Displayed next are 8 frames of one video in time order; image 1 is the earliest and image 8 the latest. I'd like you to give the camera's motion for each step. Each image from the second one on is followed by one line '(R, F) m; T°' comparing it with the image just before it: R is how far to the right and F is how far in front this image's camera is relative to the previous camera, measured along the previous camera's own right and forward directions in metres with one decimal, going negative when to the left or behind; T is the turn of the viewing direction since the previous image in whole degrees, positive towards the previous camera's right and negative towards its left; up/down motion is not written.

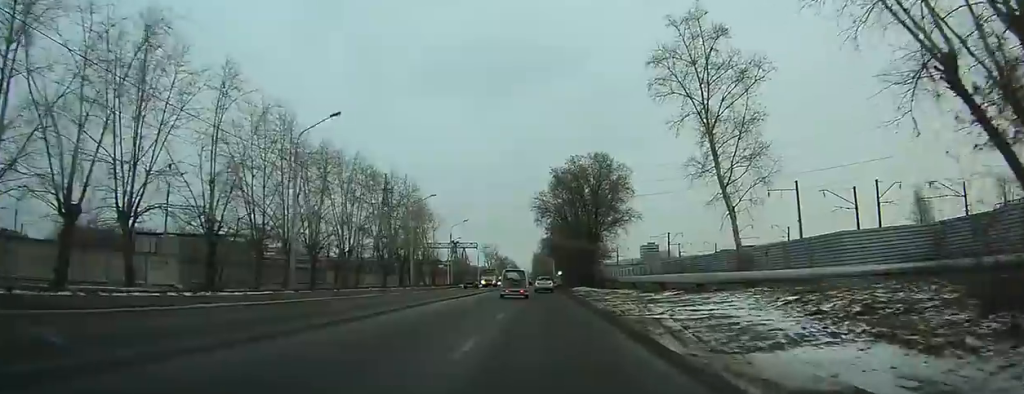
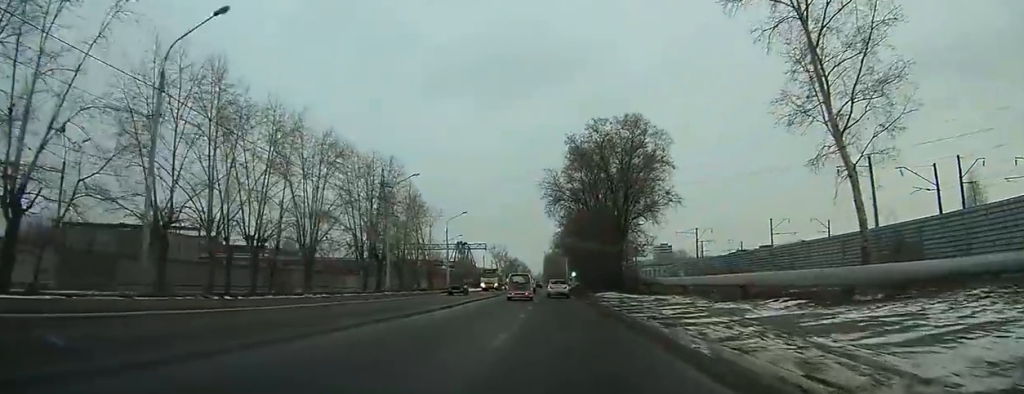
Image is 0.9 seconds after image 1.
(0.0, +14.2) m; 0°
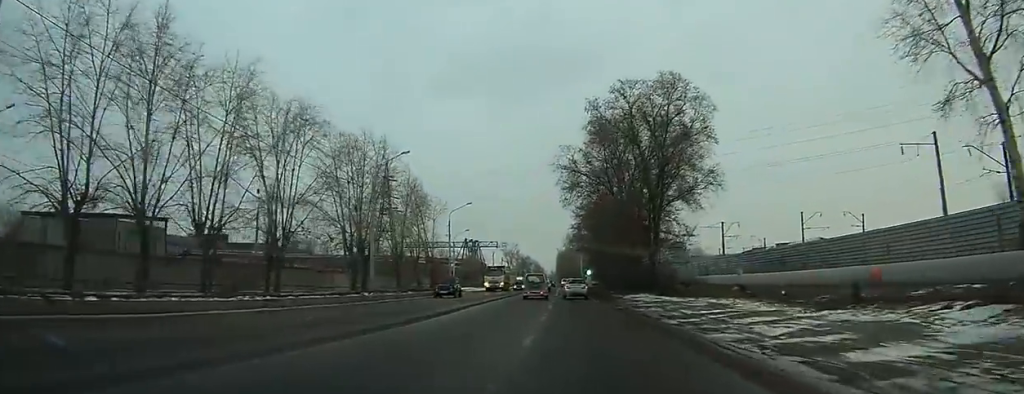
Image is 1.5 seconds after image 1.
(+0.1, +8.6) m; 0°
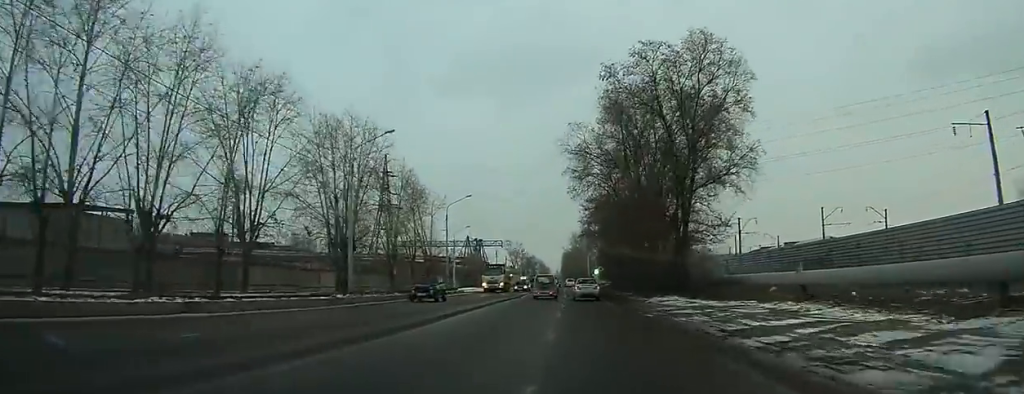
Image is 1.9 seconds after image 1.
(0.0, +6.1) m; 0°
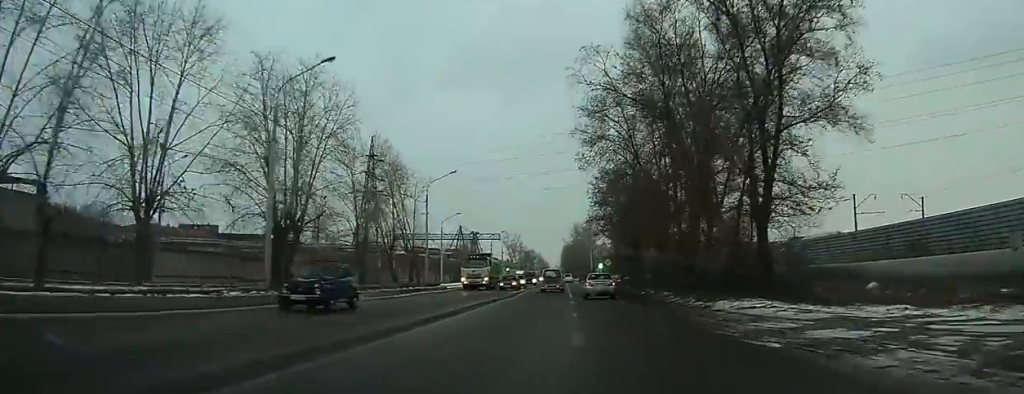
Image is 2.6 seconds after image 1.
(-0.2, +11.2) m; 0°
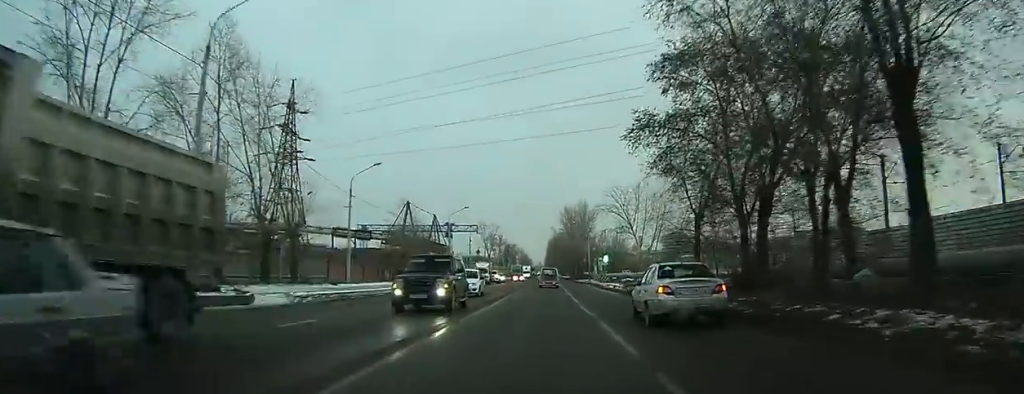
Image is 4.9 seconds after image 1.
(+0.2, +34.9) m; 0°
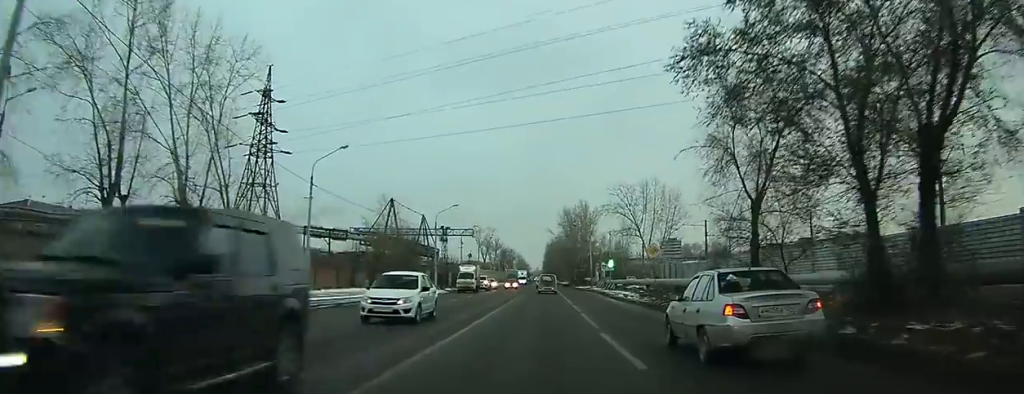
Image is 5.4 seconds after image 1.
(0.0, +8.5) m; 0°
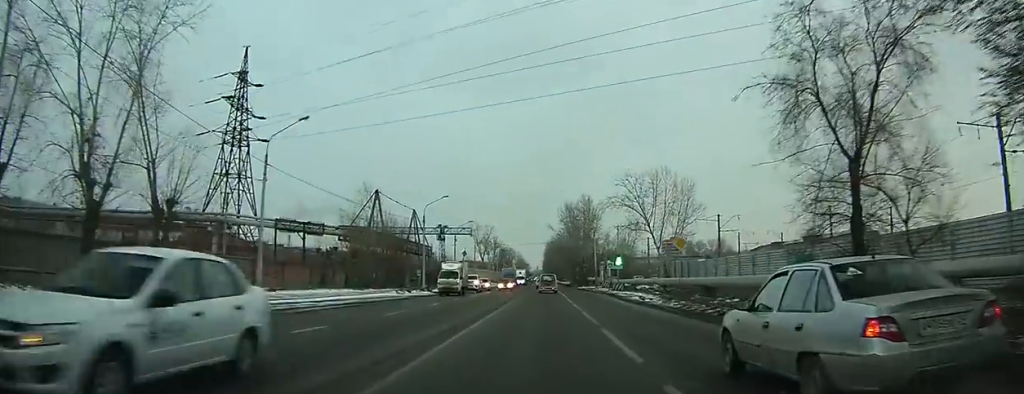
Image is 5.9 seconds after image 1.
(0.0, +7.5) m; 0°
